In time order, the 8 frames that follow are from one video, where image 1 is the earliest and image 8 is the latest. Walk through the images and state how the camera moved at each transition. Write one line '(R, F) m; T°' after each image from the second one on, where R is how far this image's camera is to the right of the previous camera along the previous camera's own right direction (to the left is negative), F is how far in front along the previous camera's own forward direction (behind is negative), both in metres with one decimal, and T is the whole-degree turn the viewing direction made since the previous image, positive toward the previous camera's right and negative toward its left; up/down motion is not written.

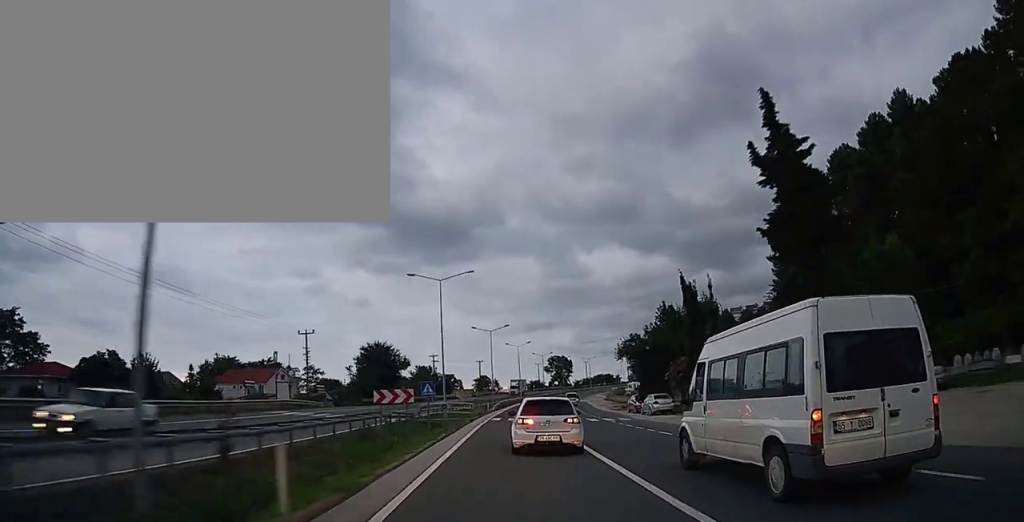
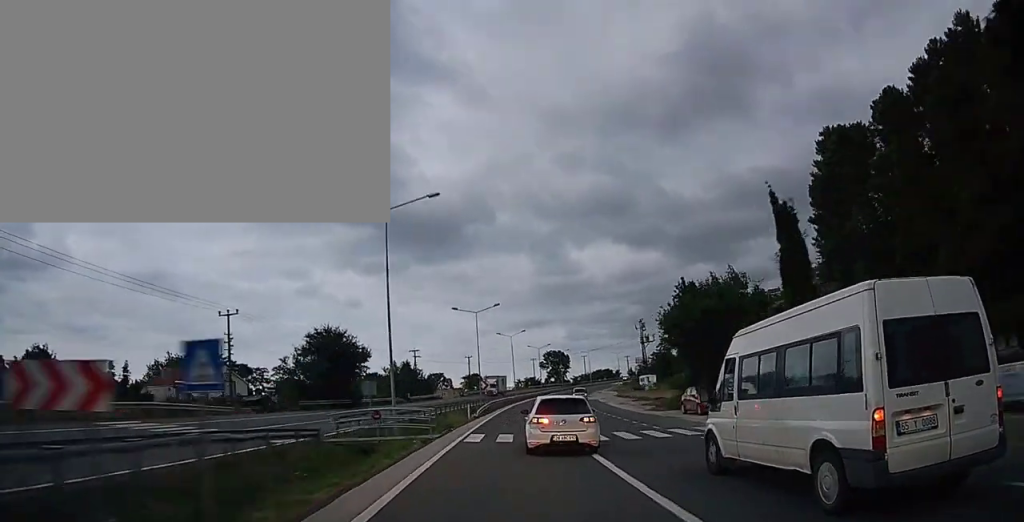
(+0.1, +16.6) m; +1°
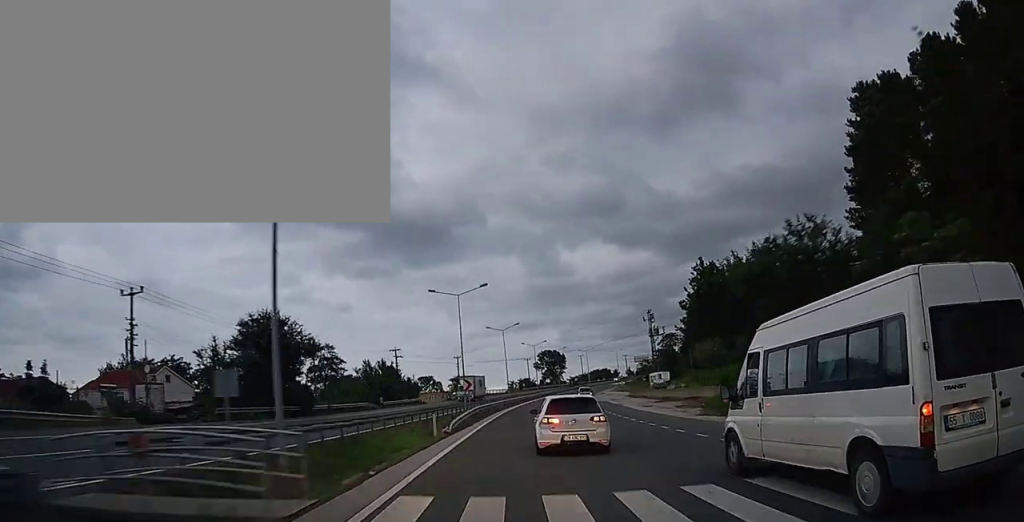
(+0.1, +12.3) m; +1°
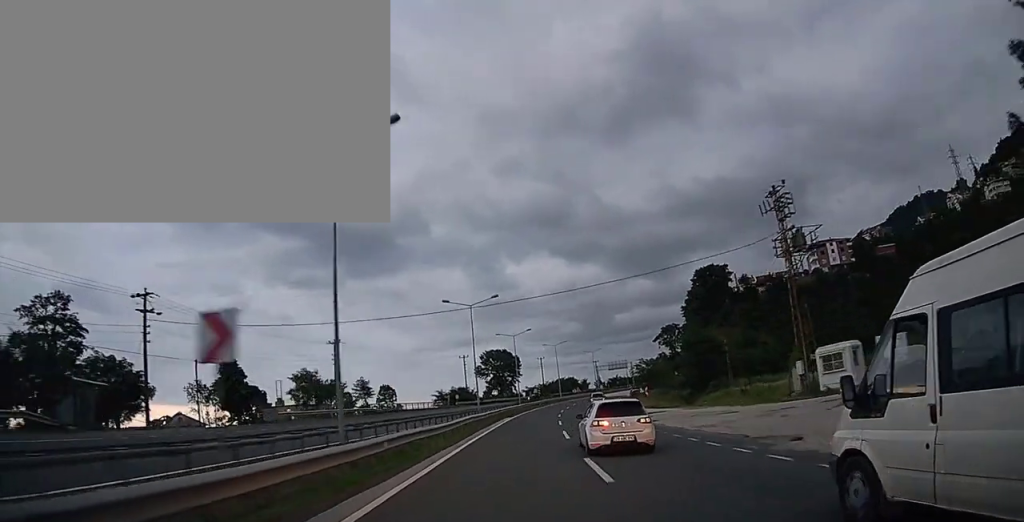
(+2.7, +62.0) m; +6°
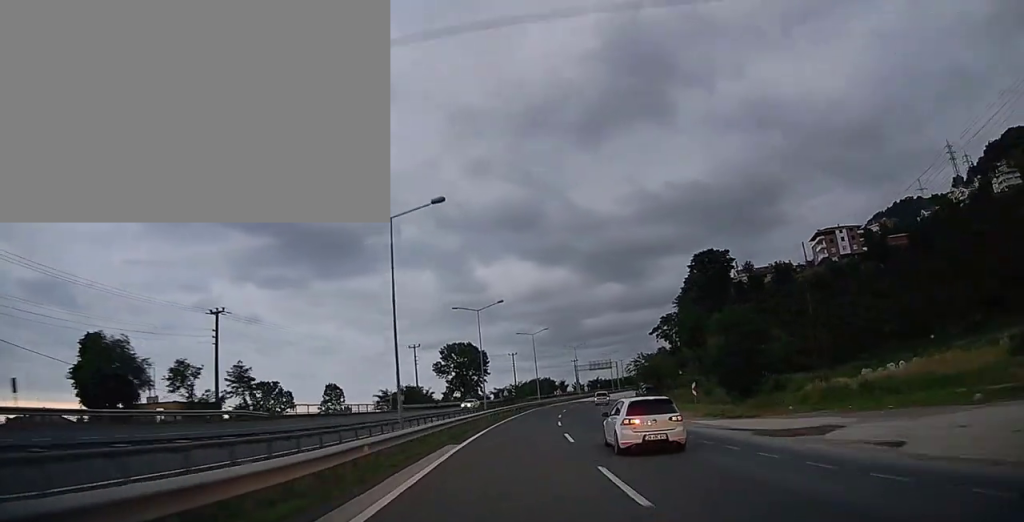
(+0.6, +25.1) m; +3°
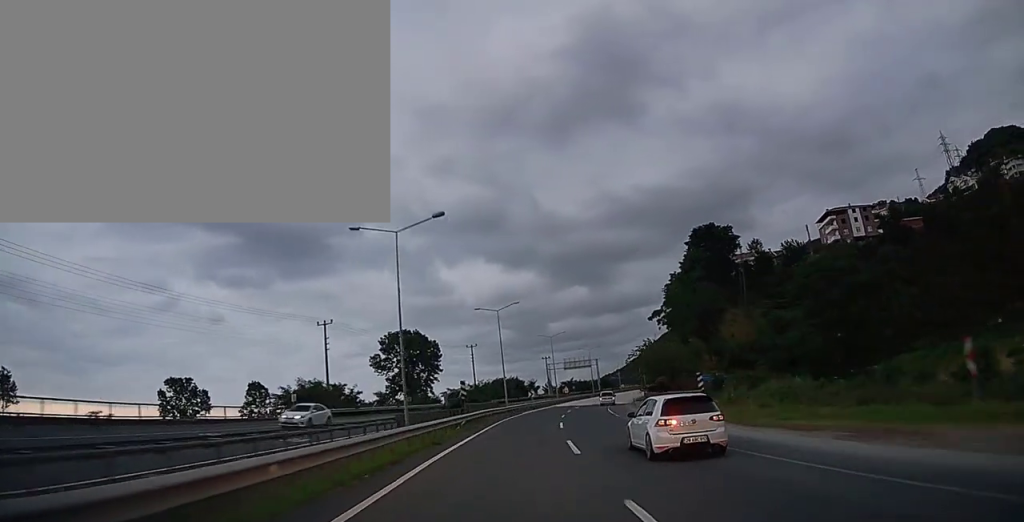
(+0.6, +27.0) m; +3°
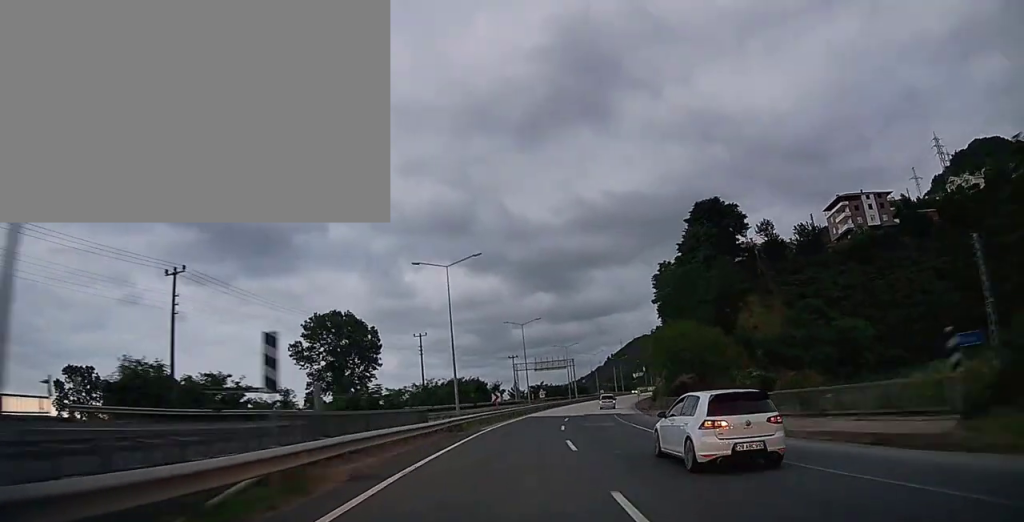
(+0.3, +22.4) m; +3°
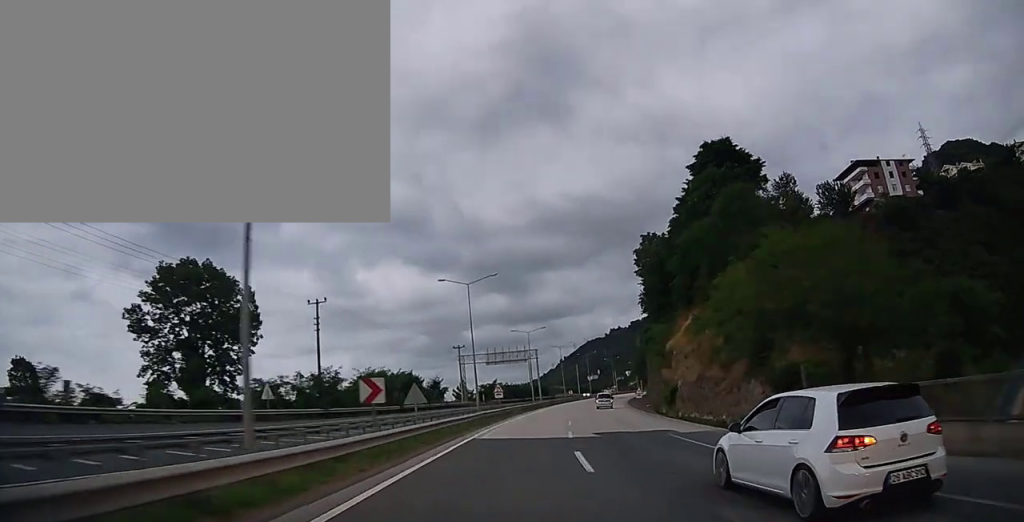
(+1.2, +27.1) m; +4°
